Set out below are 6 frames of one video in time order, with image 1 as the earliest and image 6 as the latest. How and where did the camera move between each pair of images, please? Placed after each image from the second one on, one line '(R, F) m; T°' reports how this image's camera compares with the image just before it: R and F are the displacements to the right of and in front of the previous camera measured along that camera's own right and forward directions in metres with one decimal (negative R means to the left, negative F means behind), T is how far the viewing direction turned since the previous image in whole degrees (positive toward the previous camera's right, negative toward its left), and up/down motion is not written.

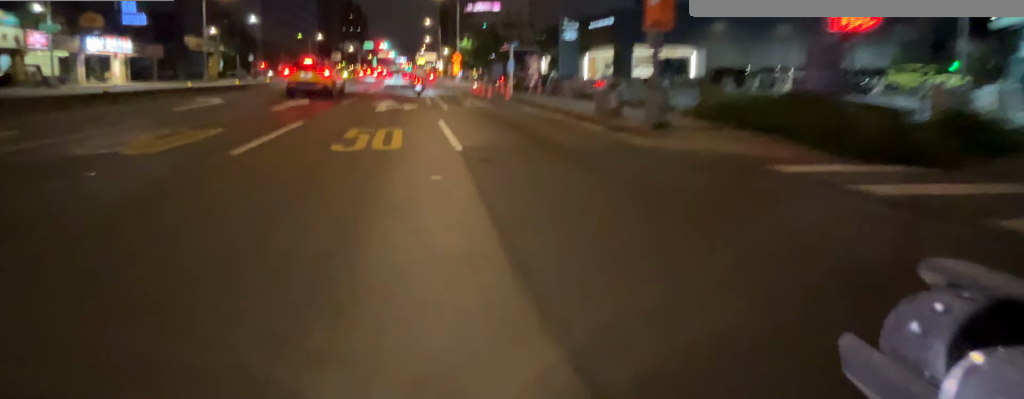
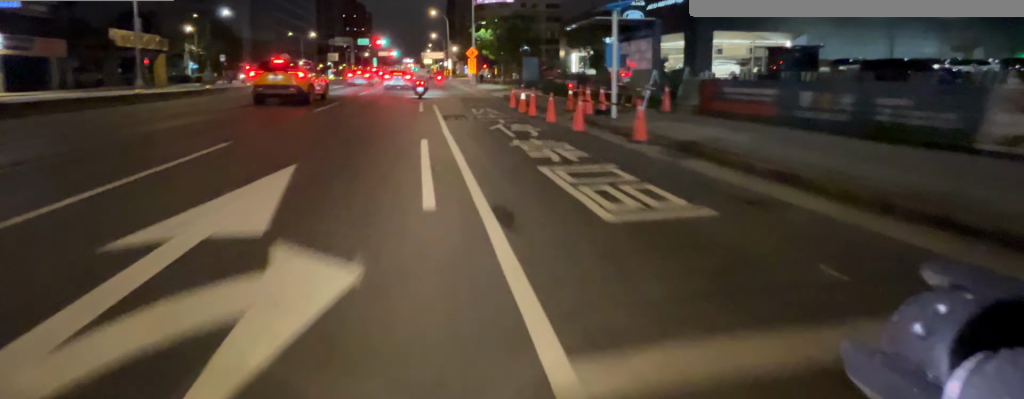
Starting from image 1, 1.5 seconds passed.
(0.0, +12.6) m; 0°
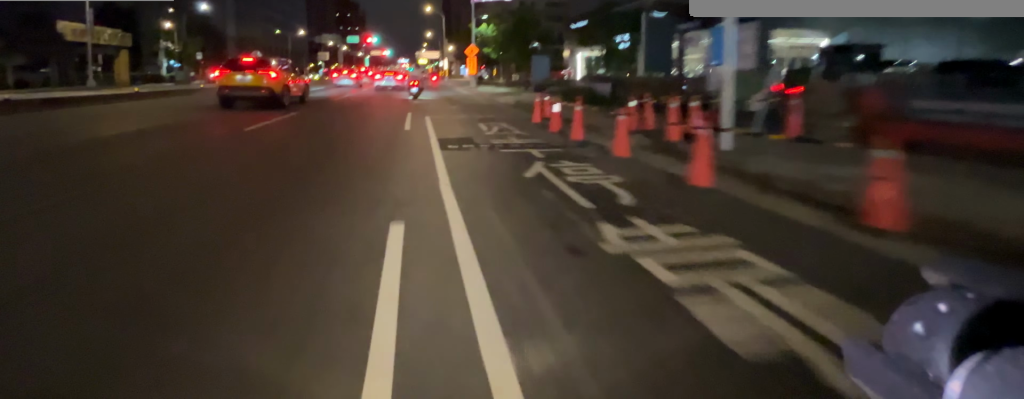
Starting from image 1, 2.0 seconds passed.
(0.0, +4.1) m; 0°
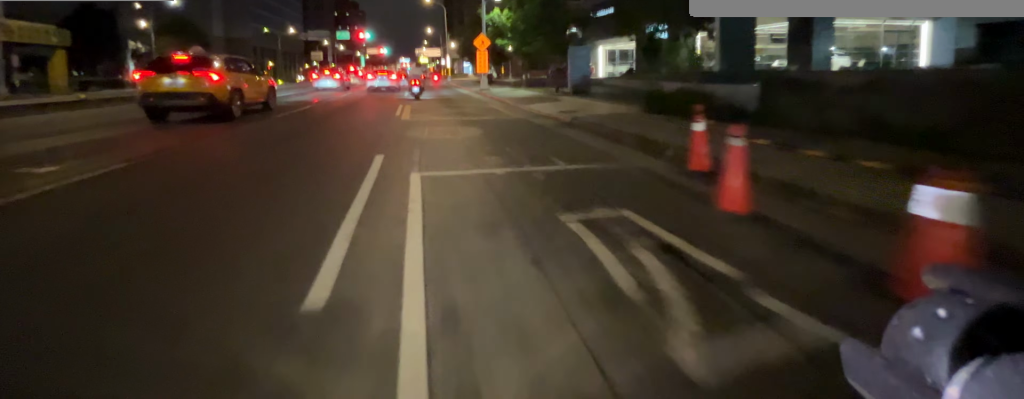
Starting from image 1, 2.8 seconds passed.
(0.0, +6.7) m; +1°
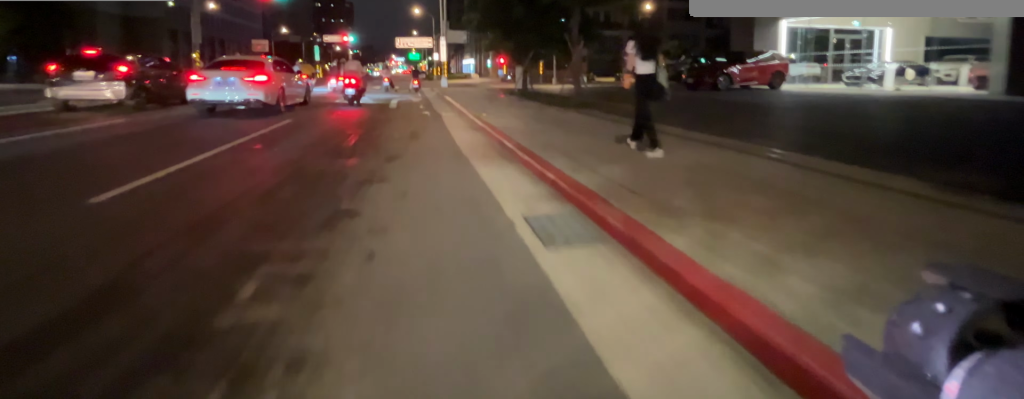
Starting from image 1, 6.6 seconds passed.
(+0.1, +24.2) m; -1°
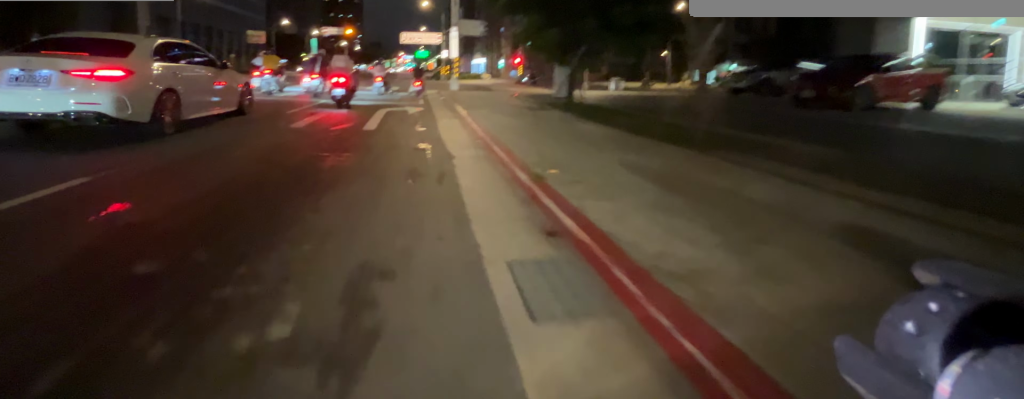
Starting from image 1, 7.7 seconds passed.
(0.0, +4.7) m; 0°
